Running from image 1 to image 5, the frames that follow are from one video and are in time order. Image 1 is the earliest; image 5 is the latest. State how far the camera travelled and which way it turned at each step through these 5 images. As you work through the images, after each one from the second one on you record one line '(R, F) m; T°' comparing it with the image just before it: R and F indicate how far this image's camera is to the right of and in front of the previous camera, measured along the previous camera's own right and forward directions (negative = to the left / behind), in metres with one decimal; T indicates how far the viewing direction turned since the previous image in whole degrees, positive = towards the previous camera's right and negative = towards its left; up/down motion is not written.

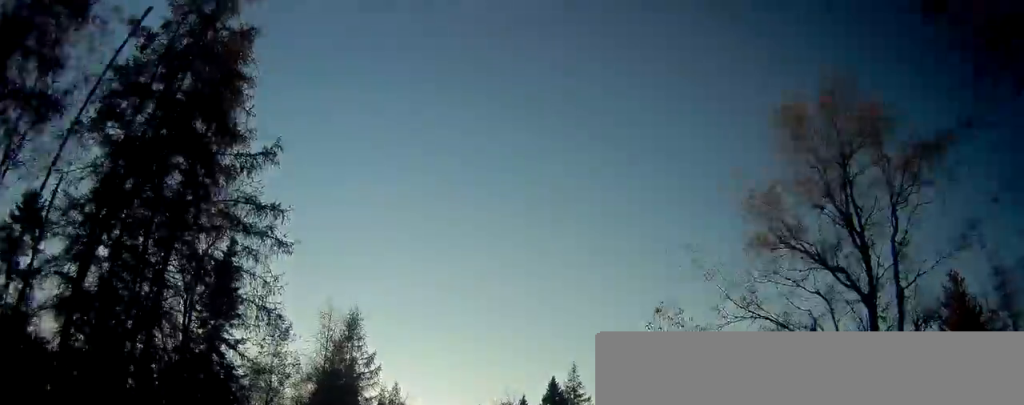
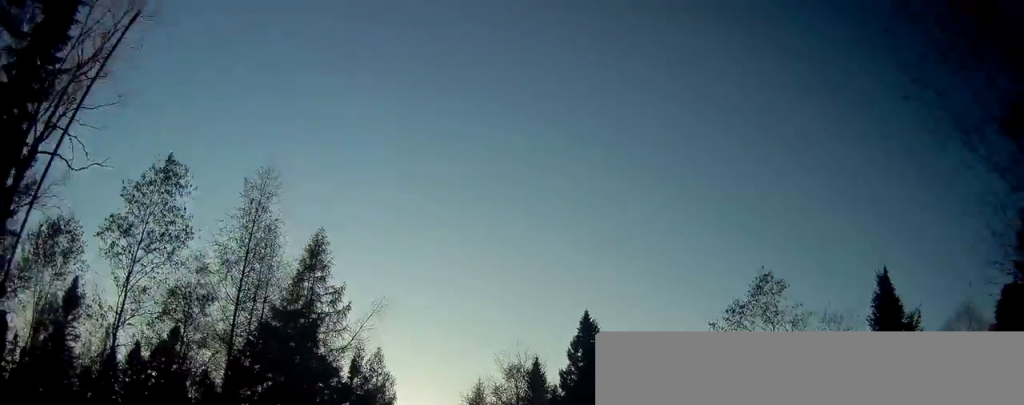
(-0.6, +14.2) m; -2°
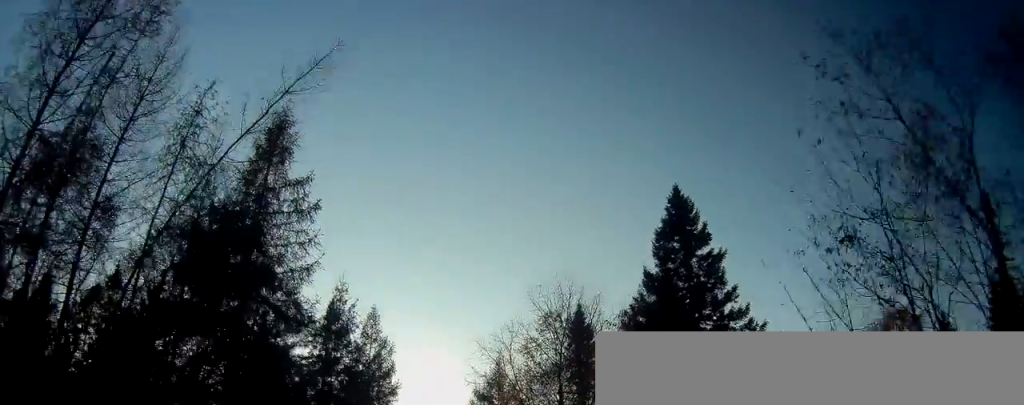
(+0.2, +13.1) m; 0°
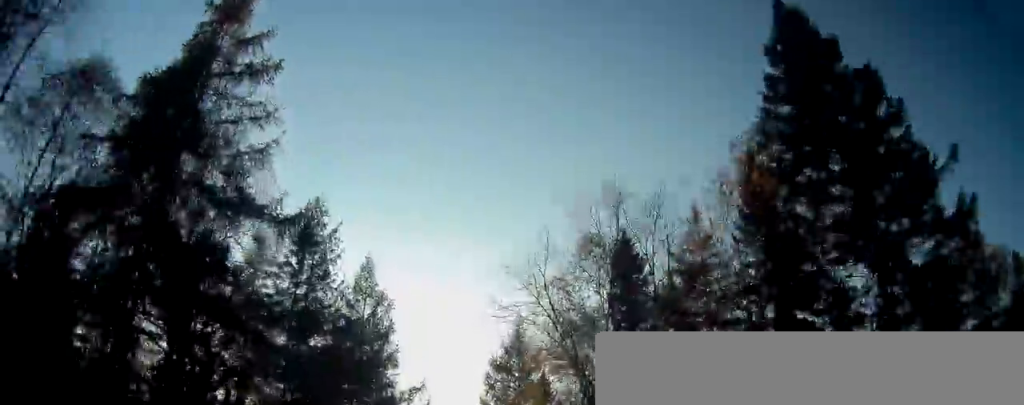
(-0.2, +8.7) m; -4°
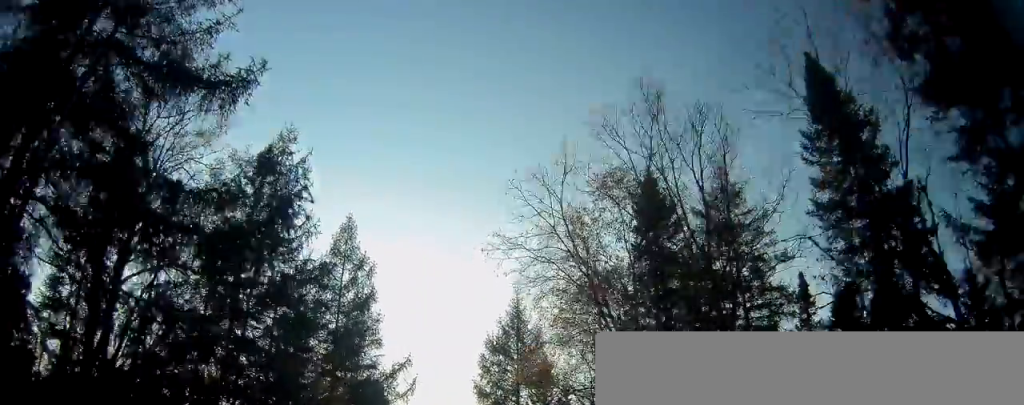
(0.0, +5.4) m; +3°
